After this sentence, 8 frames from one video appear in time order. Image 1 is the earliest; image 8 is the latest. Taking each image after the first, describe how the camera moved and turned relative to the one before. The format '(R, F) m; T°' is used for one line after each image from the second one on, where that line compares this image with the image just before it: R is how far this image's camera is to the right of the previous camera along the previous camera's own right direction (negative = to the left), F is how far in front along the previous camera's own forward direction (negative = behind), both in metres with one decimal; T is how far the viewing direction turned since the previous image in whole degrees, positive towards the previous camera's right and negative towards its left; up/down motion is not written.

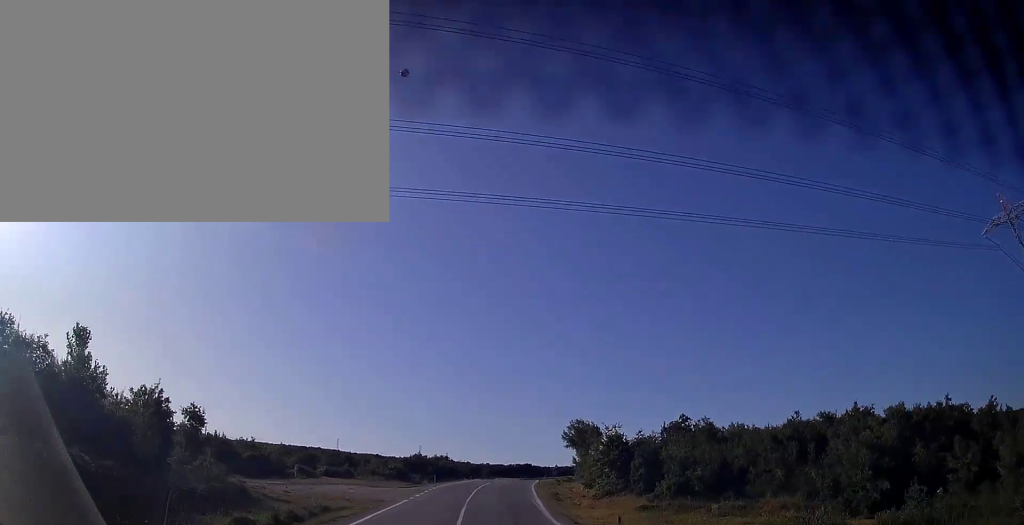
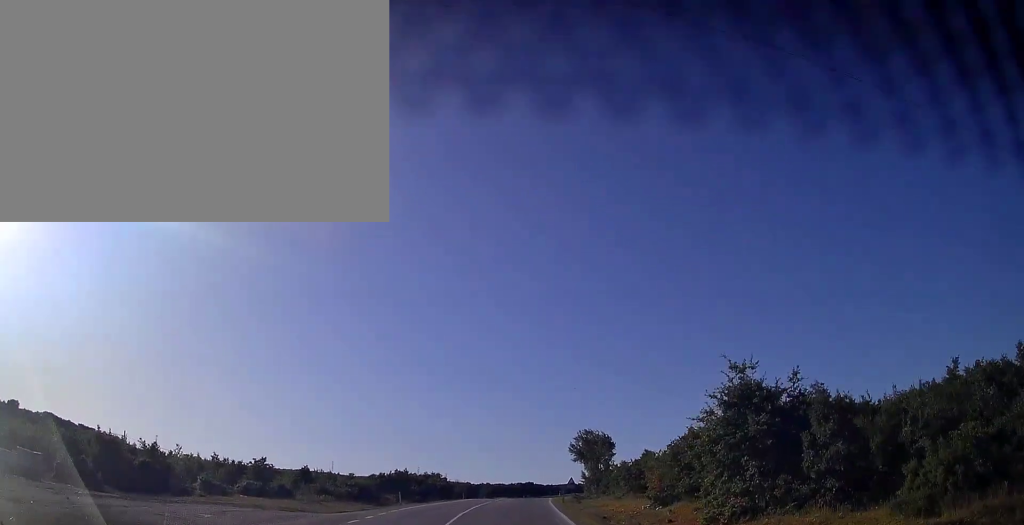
(-0.4, +21.1) m; -1°
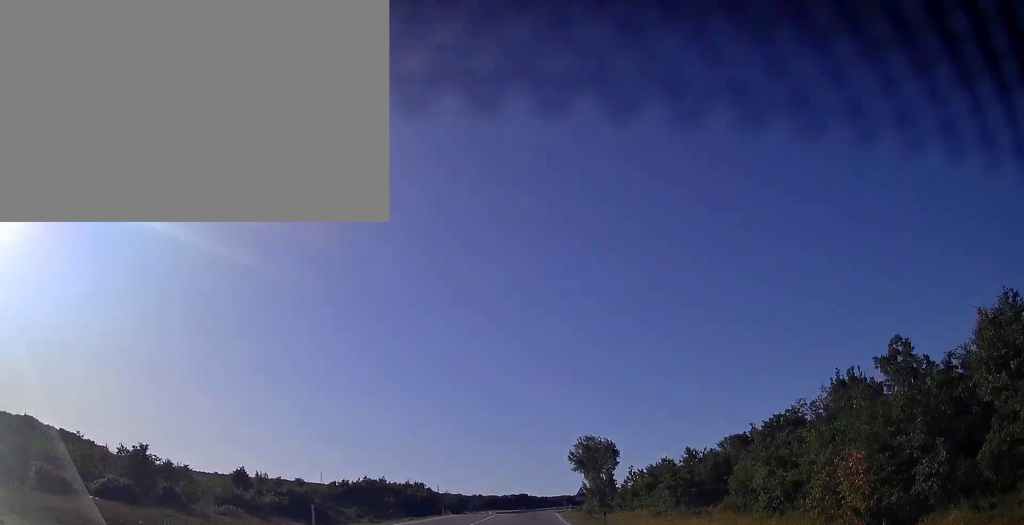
(-0.1, +16.6) m; 0°
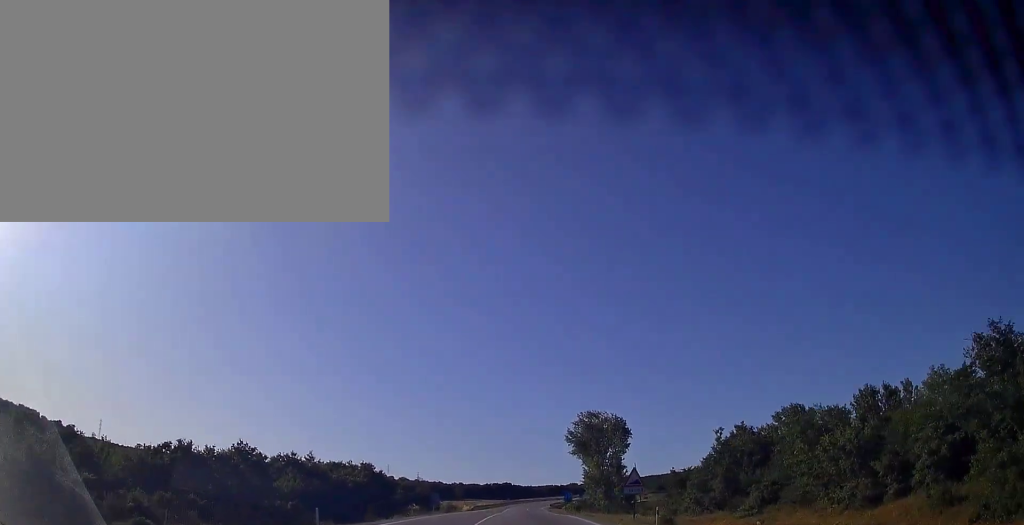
(+0.4, +33.5) m; +1°
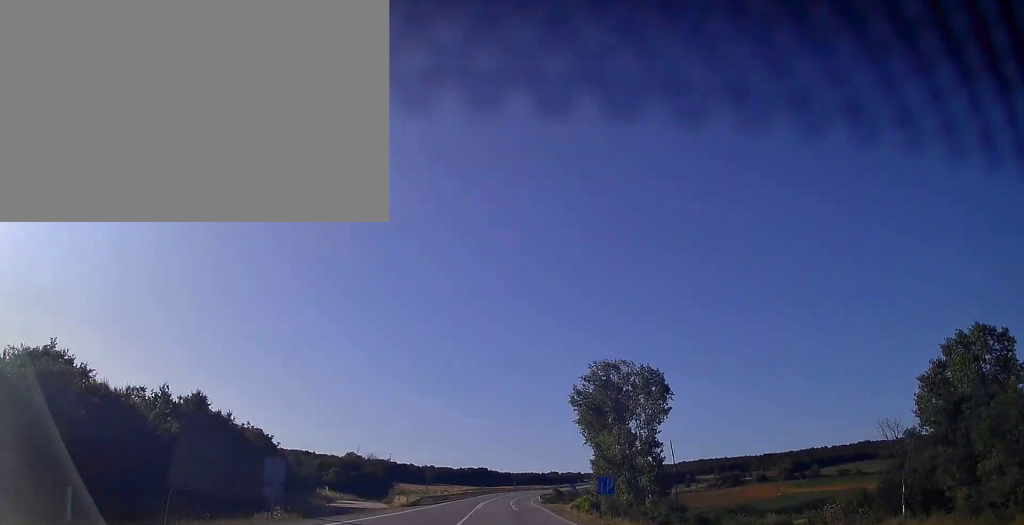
(+0.7, +44.5) m; +2°
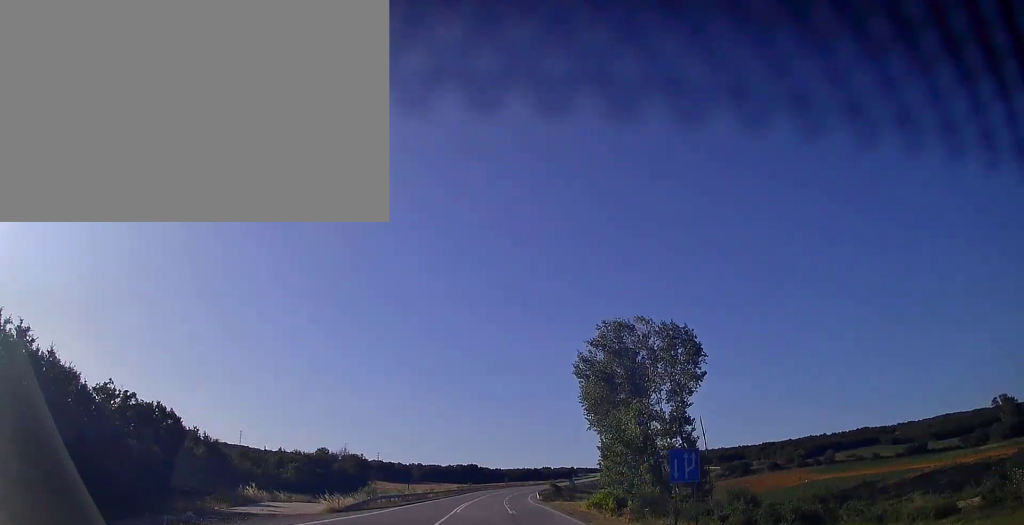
(+0.2, +18.9) m; +1°
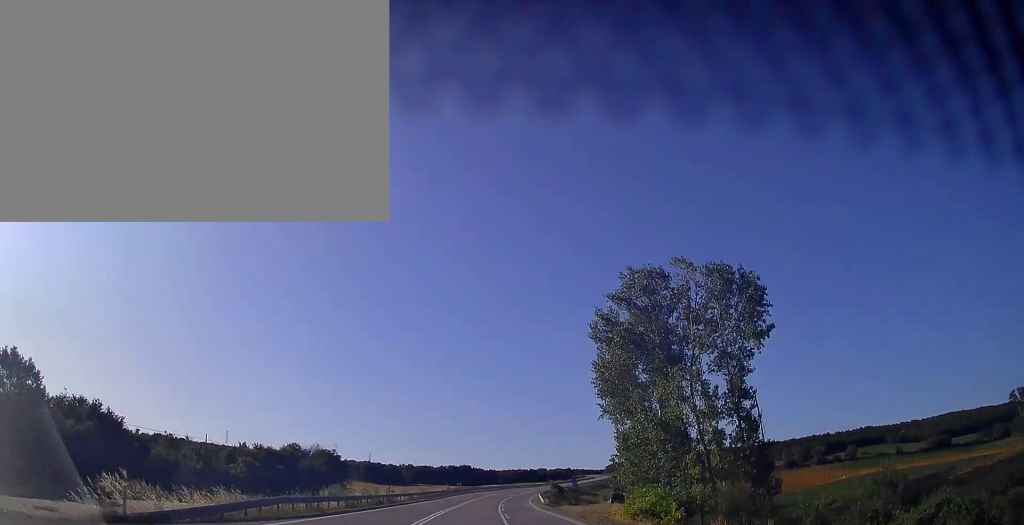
(+0.1, +18.2) m; +1°
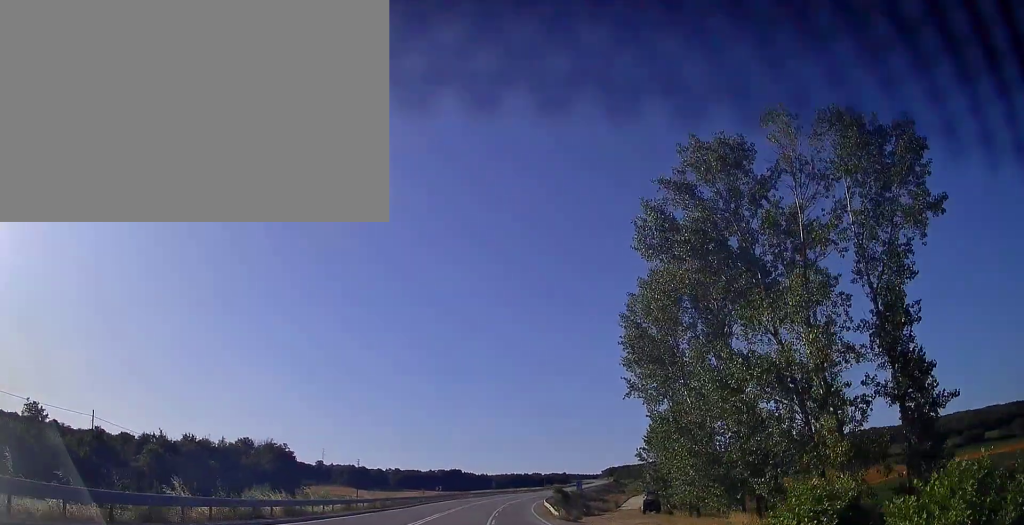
(+0.2, +22.7) m; +1°
